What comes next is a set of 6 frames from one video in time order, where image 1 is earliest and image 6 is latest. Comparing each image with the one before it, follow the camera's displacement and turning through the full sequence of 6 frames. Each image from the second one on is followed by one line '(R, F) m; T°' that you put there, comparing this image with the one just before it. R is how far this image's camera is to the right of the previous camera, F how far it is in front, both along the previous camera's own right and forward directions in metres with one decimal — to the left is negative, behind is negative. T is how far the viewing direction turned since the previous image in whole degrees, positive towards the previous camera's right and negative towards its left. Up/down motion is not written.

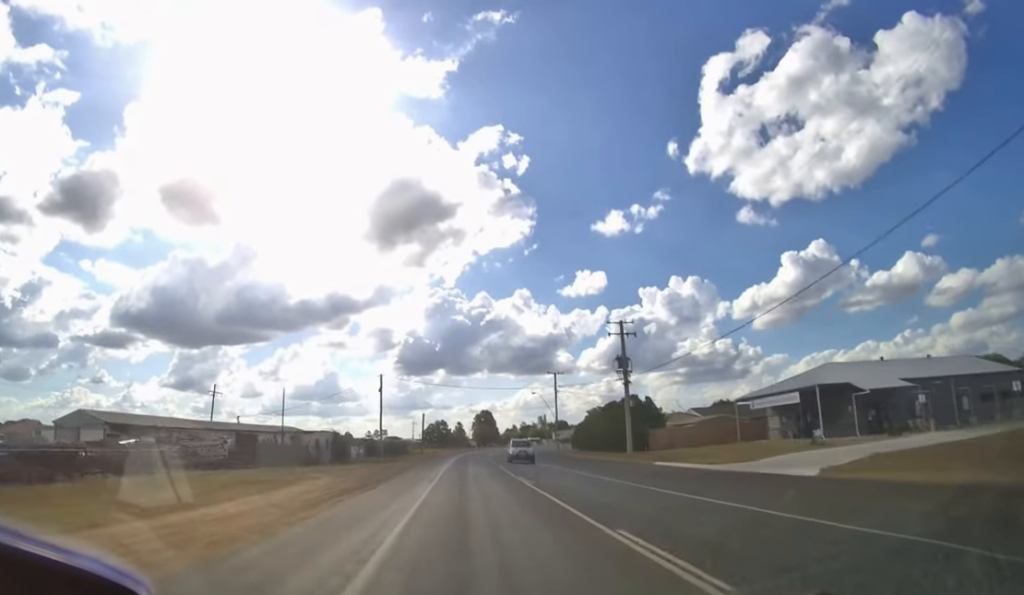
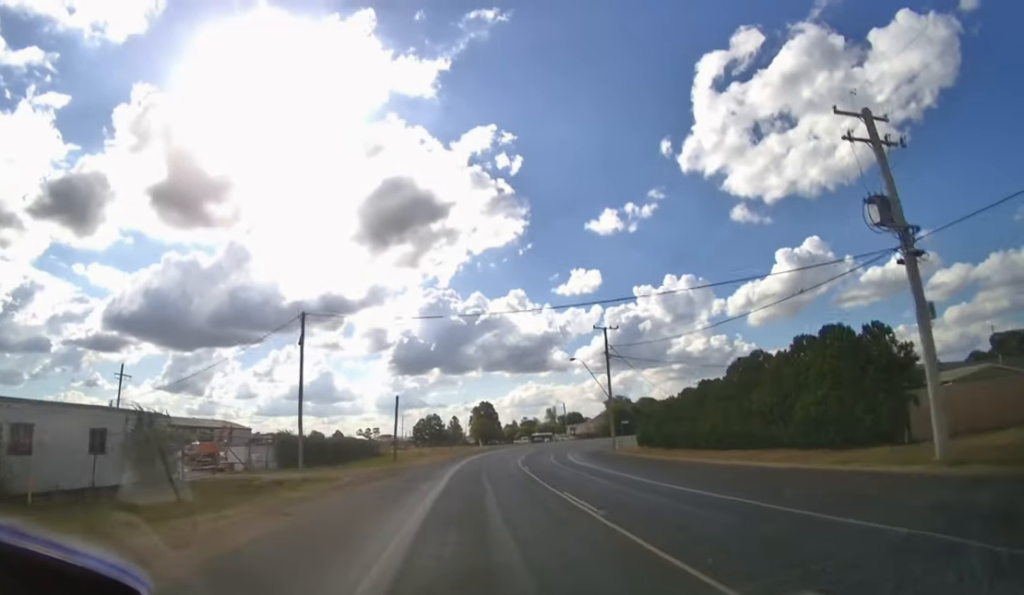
(+0.2, +32.0) m; +2°
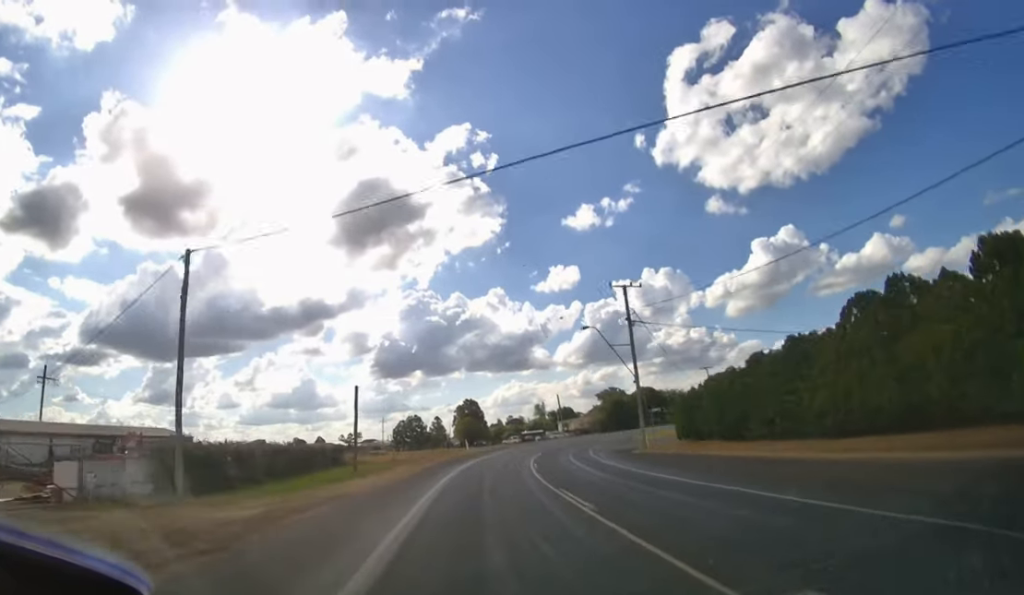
(+0.1, +12.7) m; +2°
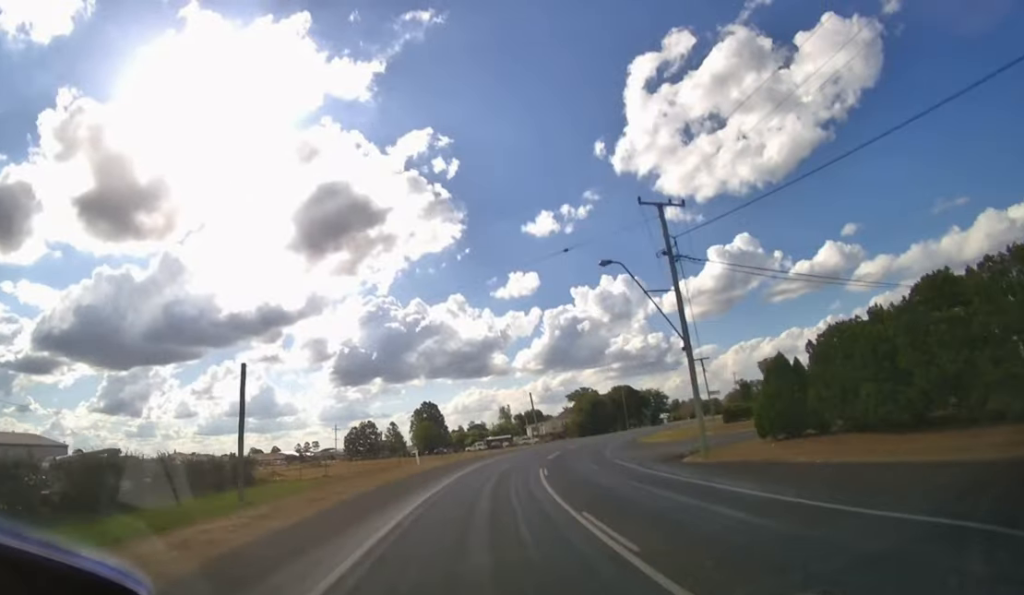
(+0.3, +14.2) m; +4°
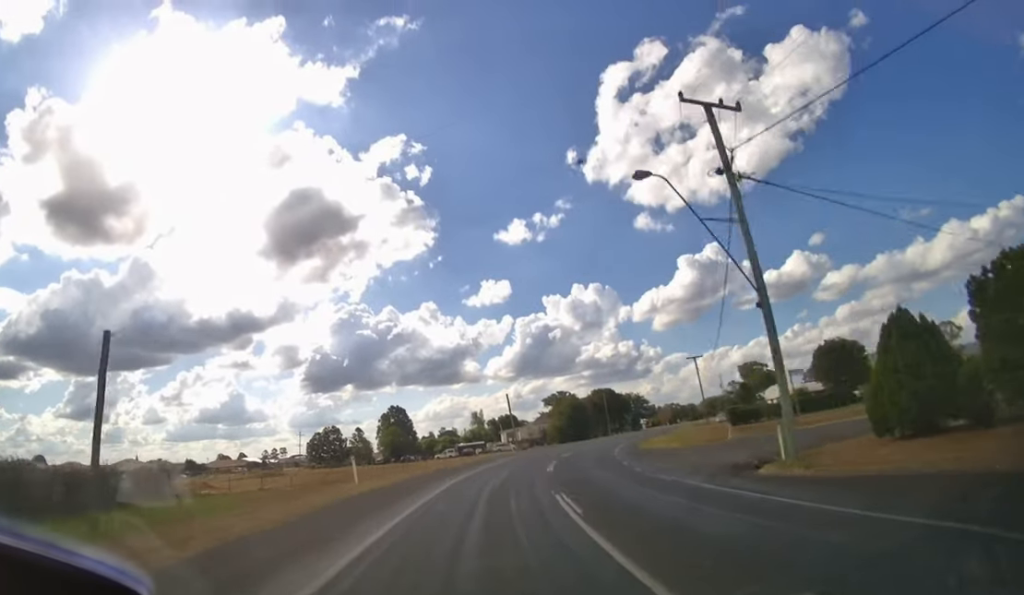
(+0.3, +8.2) m; +3°
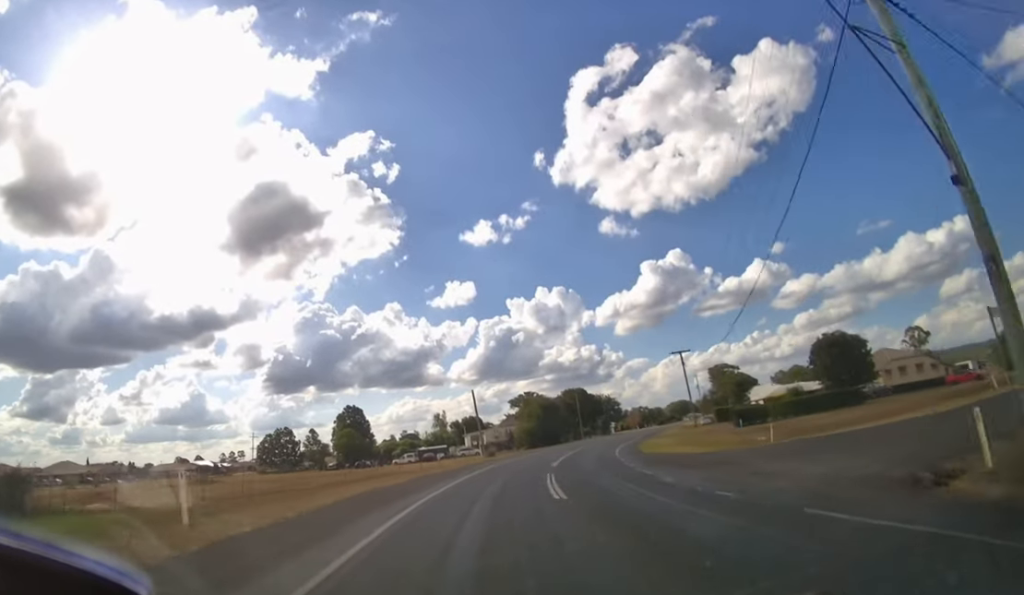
(+0.1, +8.0) m; +3°
